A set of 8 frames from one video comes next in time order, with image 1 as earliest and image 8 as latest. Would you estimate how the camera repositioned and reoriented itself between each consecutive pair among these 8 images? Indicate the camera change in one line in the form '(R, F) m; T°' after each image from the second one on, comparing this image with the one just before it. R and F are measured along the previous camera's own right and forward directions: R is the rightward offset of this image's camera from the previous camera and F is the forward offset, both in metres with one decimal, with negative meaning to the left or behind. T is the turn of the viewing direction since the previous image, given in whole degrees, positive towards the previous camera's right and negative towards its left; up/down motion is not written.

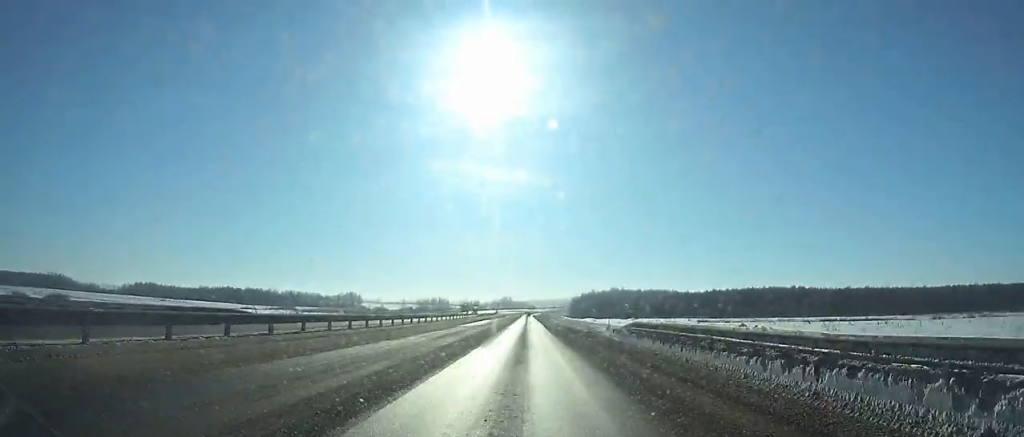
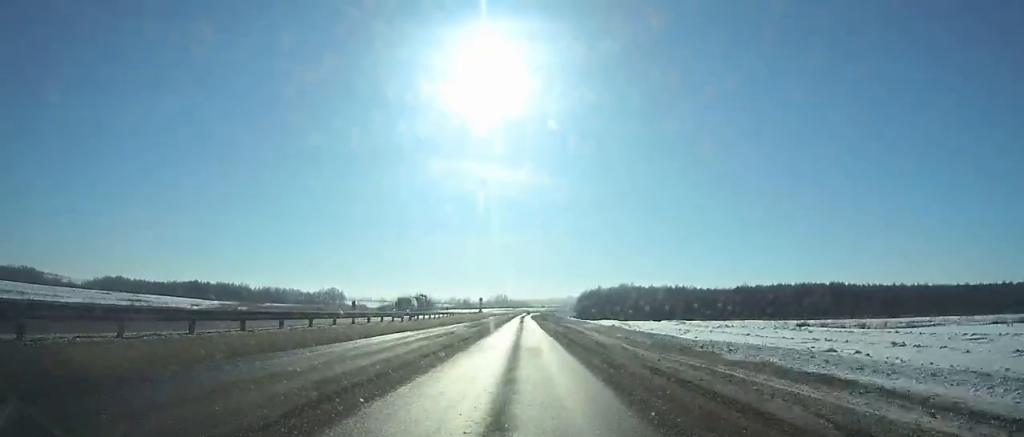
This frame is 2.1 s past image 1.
(+0.3, +49.9) m; 0°
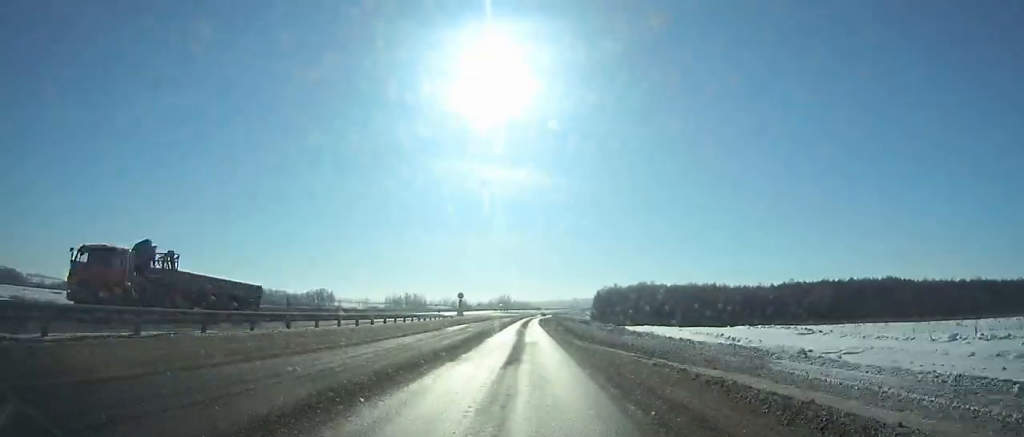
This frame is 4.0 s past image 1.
(+0.1, +45.4) m; 0°
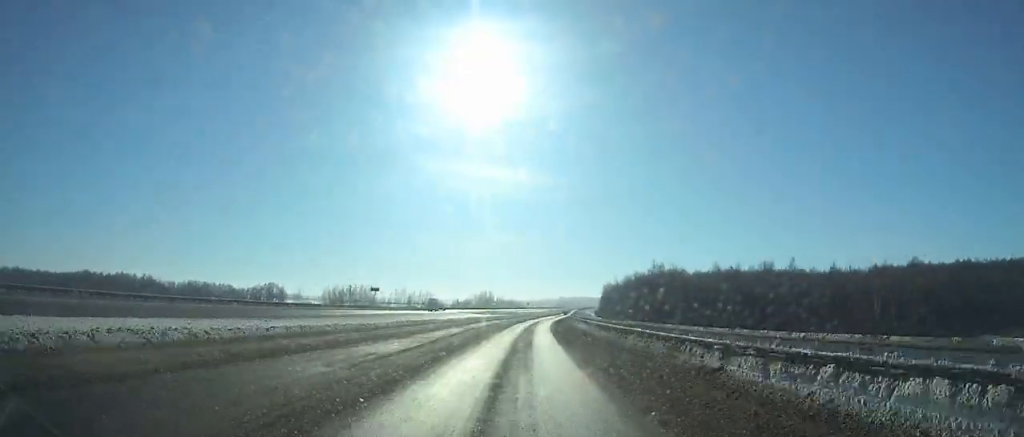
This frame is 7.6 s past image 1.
(+0.1, +86.9) m; +1°
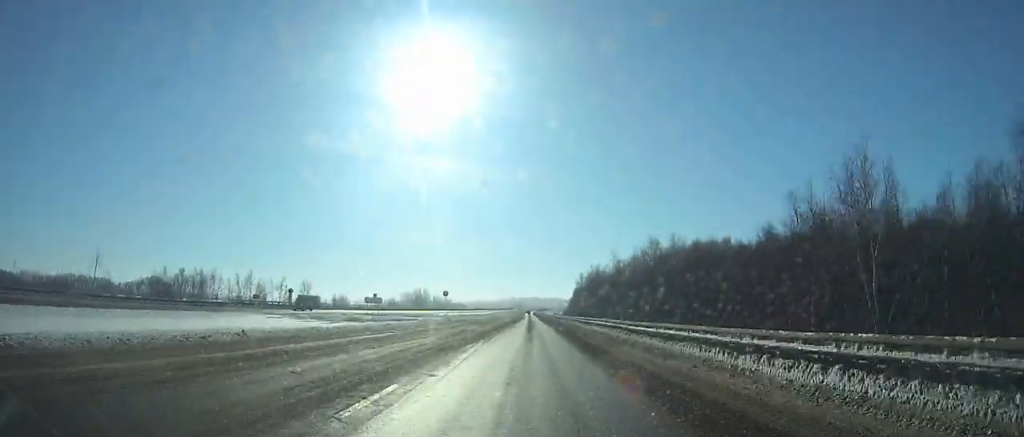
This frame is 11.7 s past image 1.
(+2.7, +98.6) m; +4°
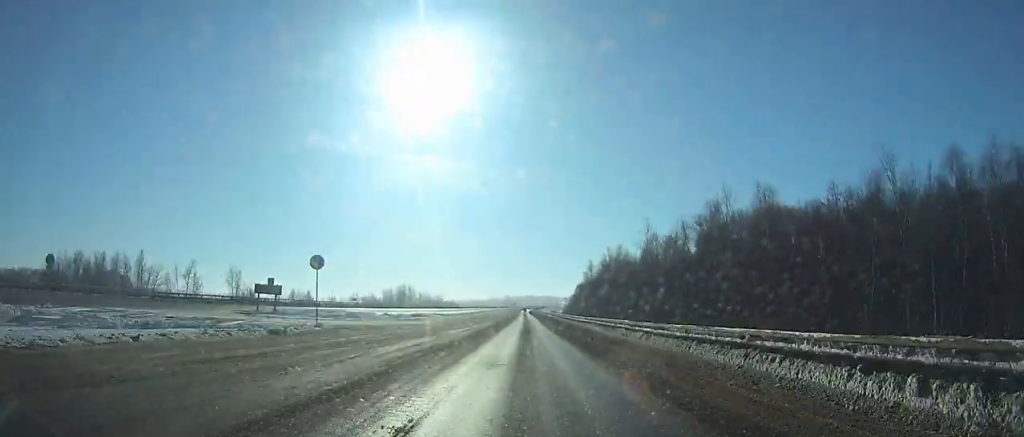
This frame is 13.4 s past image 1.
(+0.7, +40.3) m; +1°
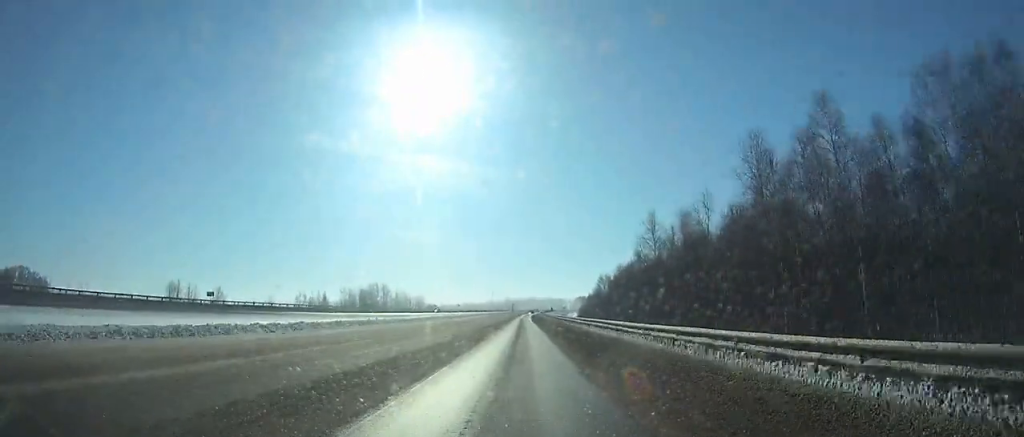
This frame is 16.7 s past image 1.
(+0.5, +77.3) m; 0°
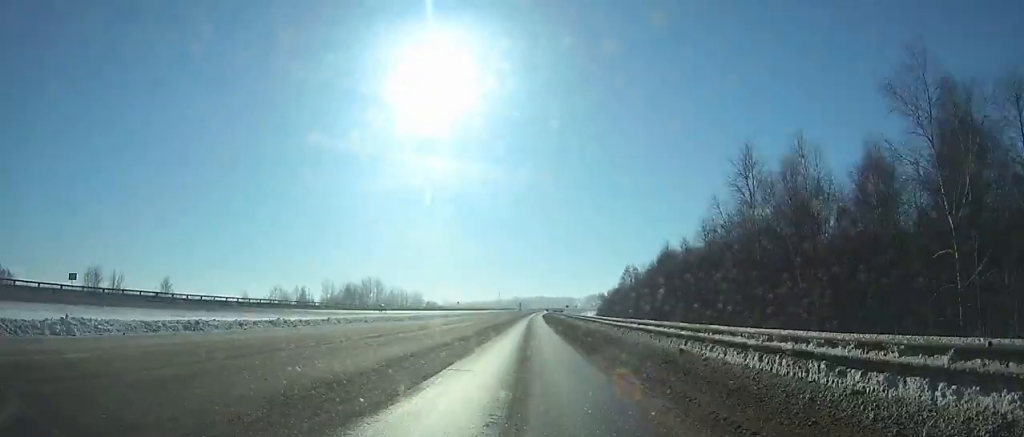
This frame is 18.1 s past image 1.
(-0.2, +32.5) m; 0°
